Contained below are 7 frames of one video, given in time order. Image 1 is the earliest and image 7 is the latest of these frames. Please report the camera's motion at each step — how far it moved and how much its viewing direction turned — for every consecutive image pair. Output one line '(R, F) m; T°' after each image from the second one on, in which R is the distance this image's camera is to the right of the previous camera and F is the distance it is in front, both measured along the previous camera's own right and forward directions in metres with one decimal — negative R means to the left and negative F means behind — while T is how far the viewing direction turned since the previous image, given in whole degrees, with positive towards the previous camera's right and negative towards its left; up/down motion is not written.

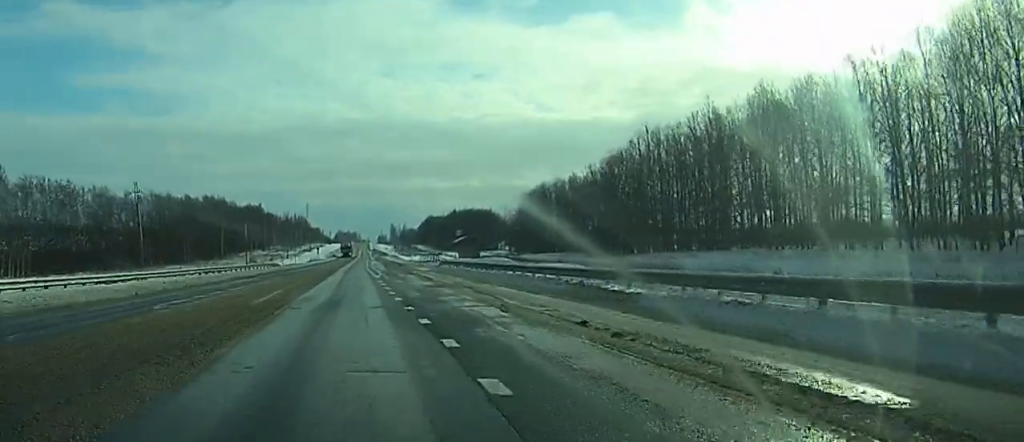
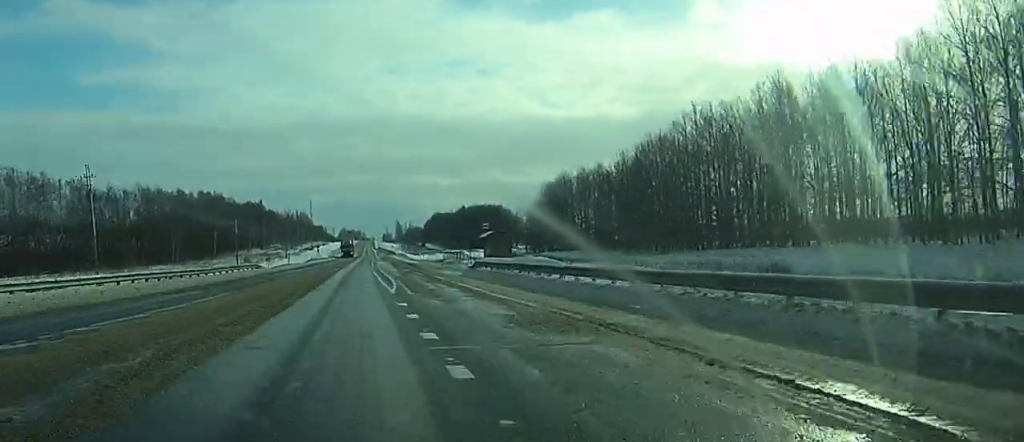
(-0.1, +18.8) m; 0°
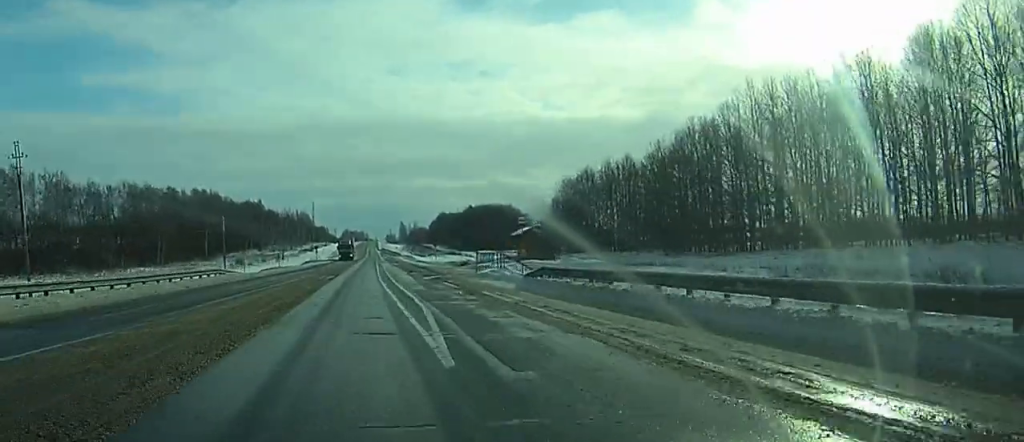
(-0.1, +17.3) m; 0°
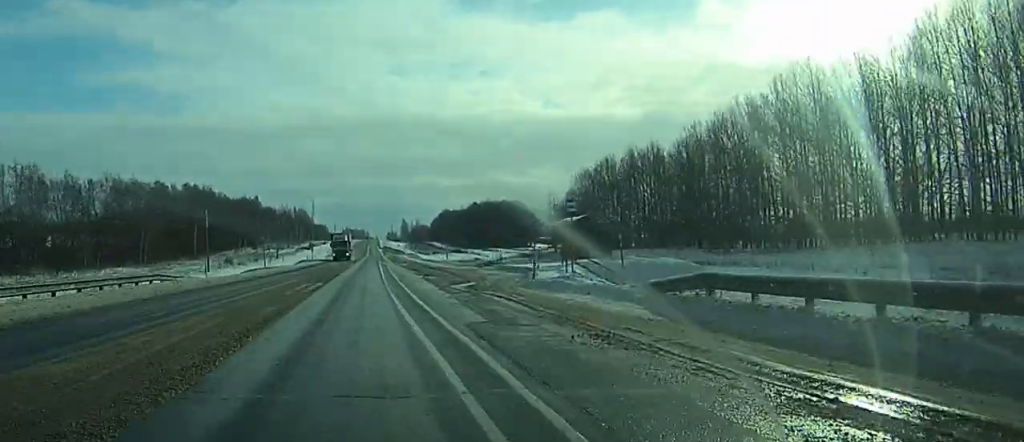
(+0.2, +15.0) m; 0°
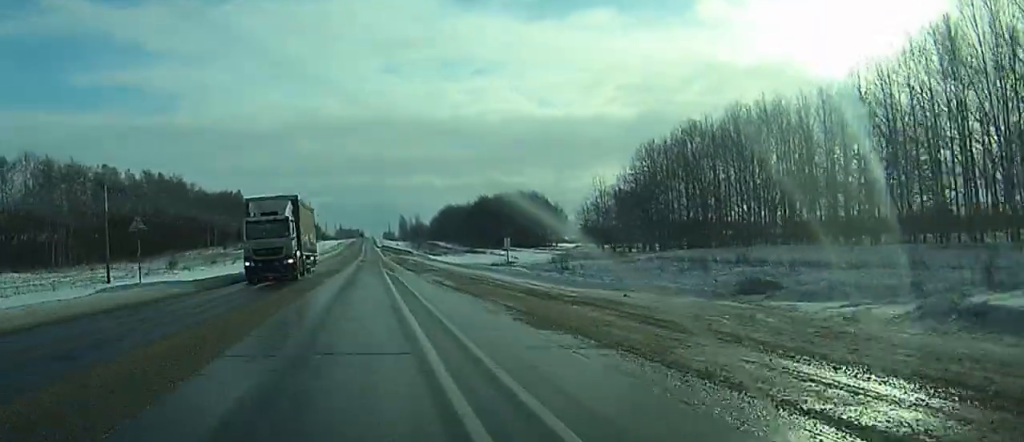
(-0.4, +46.7) m; -1°
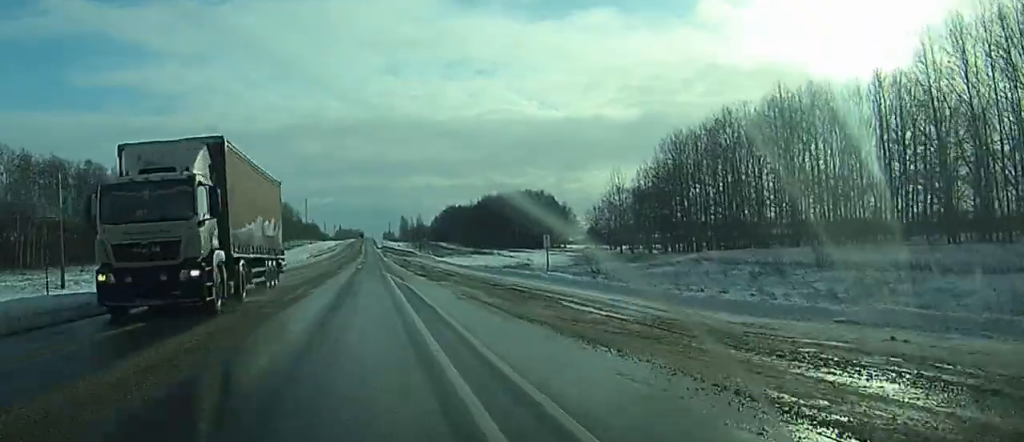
(0.0, +12.4) m; 0°
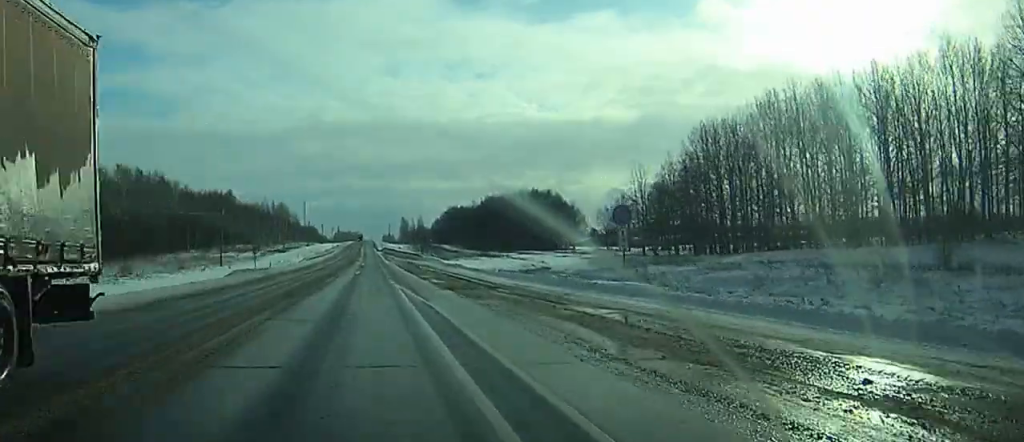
(0.0, +13.4) m; 0°
